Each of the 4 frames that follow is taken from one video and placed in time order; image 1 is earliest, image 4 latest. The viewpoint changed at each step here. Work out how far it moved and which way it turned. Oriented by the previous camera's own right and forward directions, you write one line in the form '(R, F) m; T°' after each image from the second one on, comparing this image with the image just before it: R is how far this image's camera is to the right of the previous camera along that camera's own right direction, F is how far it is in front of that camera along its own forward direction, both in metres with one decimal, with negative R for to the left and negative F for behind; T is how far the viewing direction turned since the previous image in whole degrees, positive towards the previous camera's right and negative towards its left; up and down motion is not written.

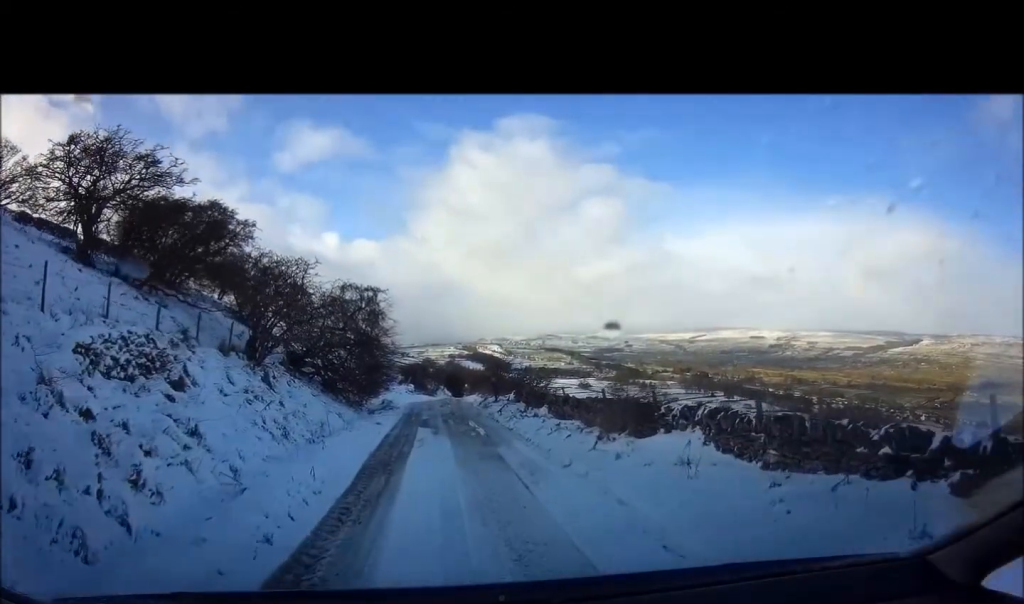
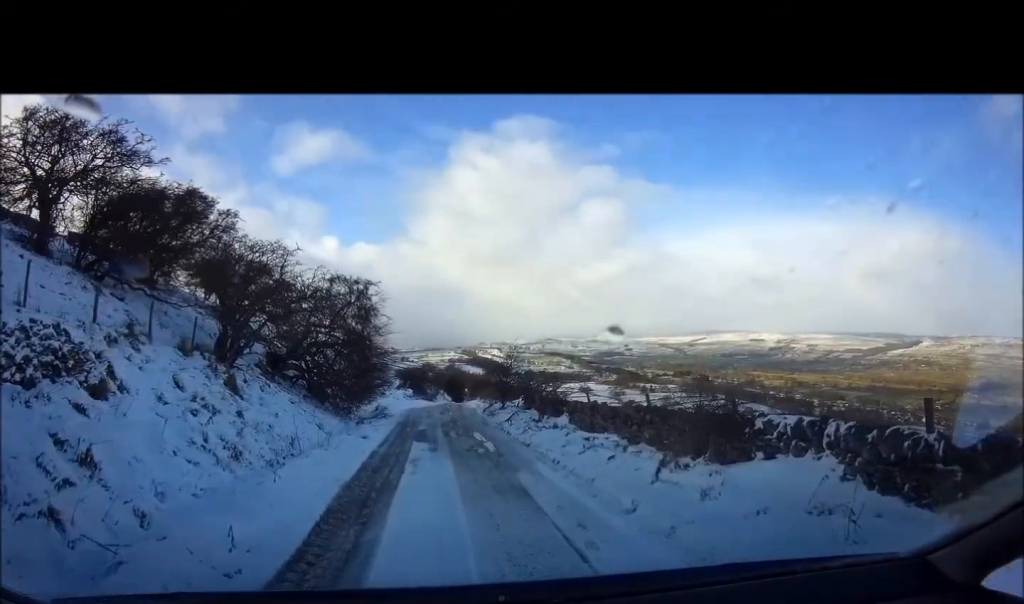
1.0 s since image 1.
(0.0, +3.1) m; +1°
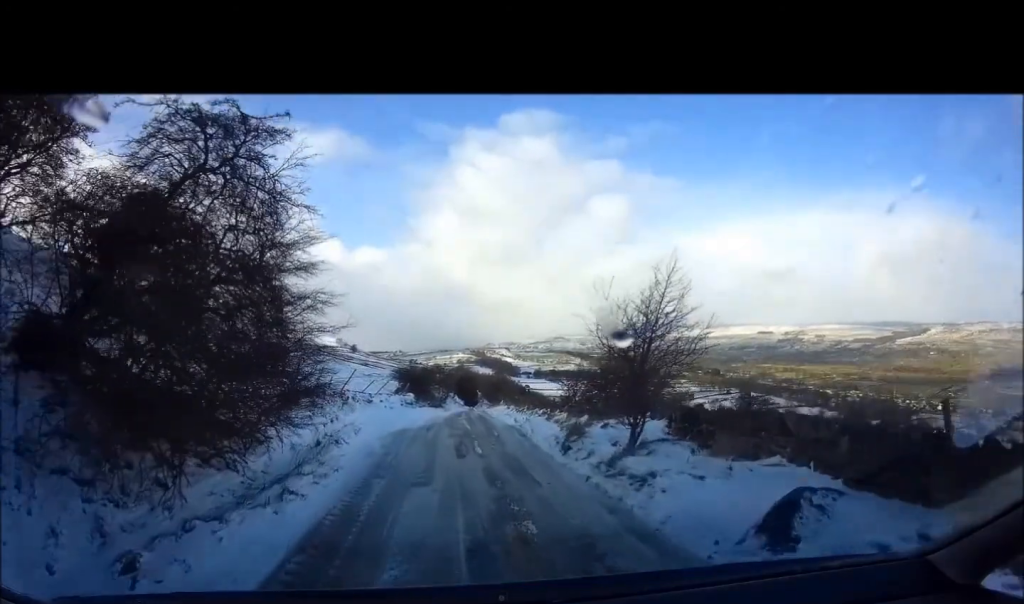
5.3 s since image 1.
(-0.1, +14.1) m; -2°
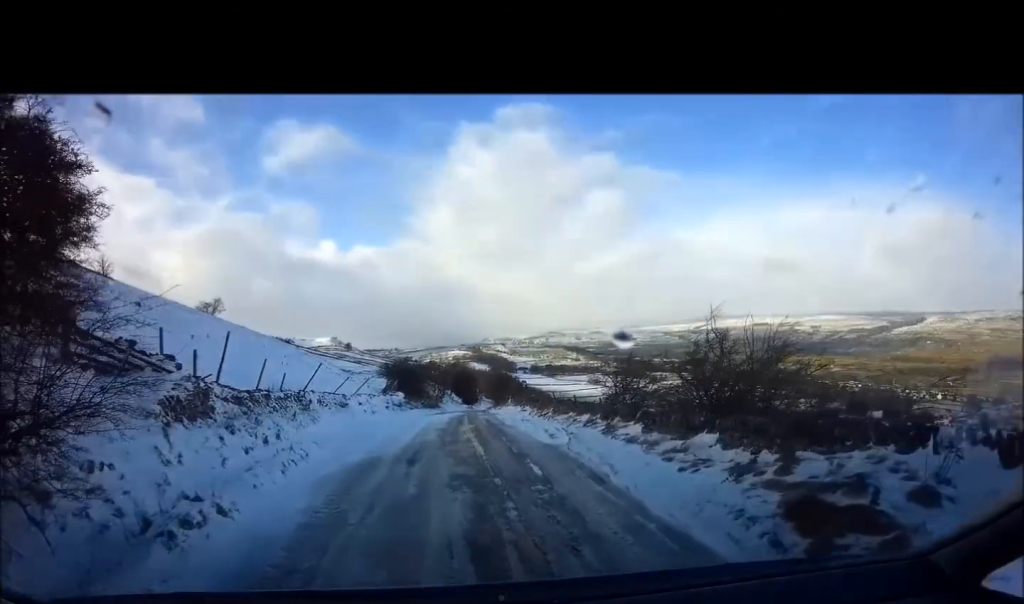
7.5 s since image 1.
(-0.1, +7.5) m; 0°
